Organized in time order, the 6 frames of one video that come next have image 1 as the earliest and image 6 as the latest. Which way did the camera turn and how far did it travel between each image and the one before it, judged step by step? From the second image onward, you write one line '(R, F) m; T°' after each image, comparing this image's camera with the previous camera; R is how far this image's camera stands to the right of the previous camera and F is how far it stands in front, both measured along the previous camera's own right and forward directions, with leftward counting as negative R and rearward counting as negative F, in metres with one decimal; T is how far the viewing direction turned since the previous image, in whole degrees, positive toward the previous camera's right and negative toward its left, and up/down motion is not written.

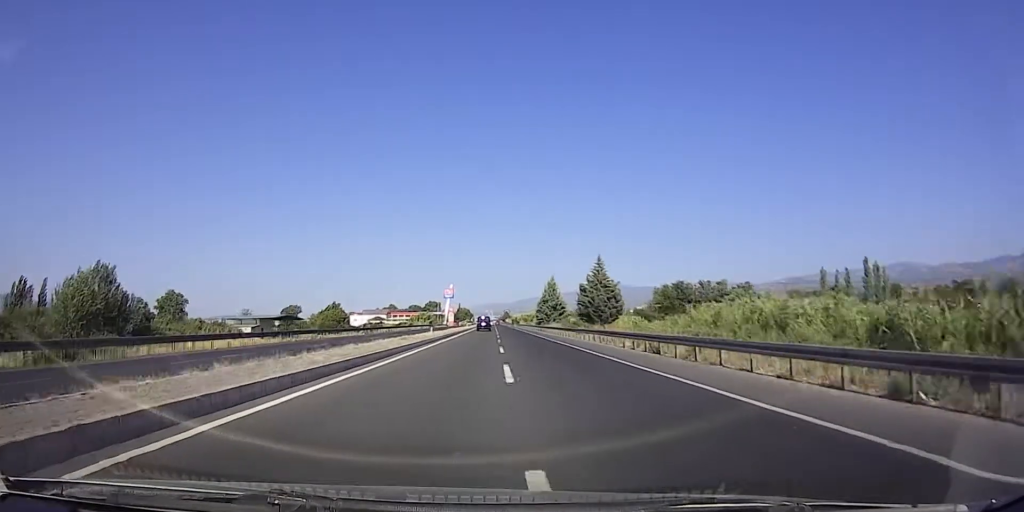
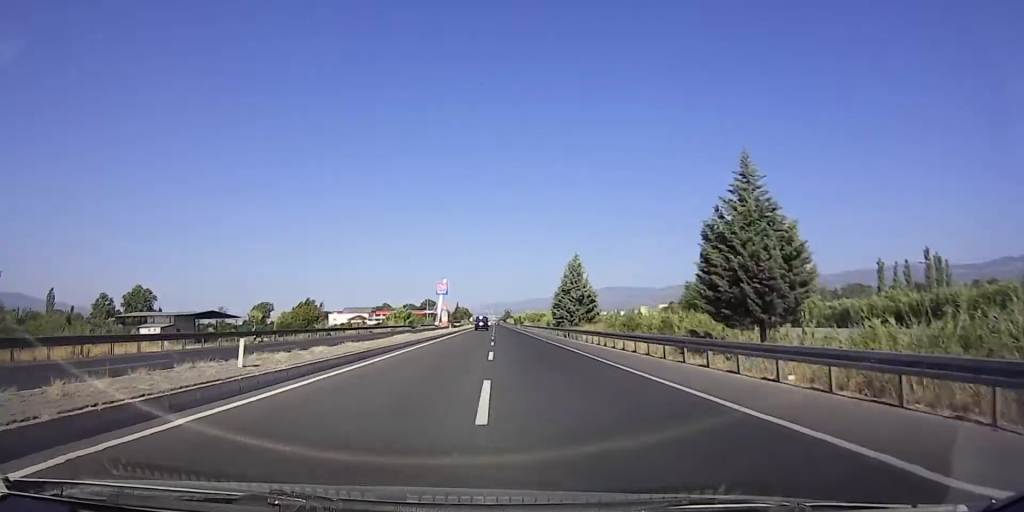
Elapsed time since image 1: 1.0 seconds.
(0.0, +29.3) m; 0°
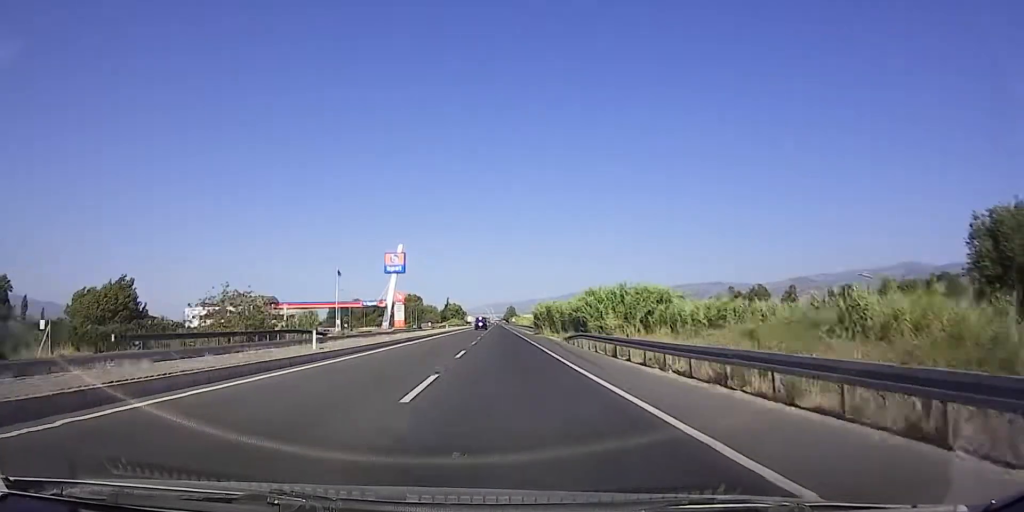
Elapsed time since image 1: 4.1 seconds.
(0.0, +90.9) m; 0°
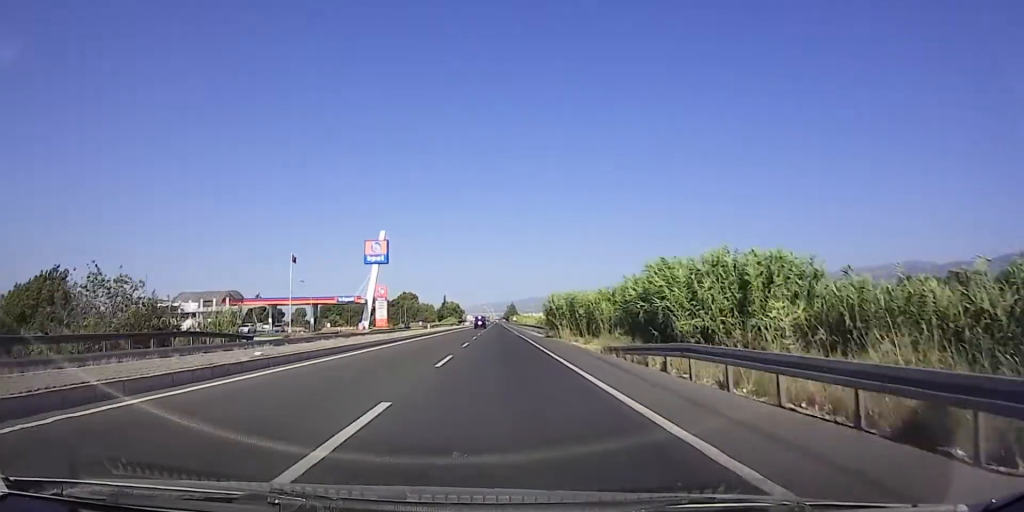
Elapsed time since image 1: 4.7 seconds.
(0.0, +16.0) m; 0°
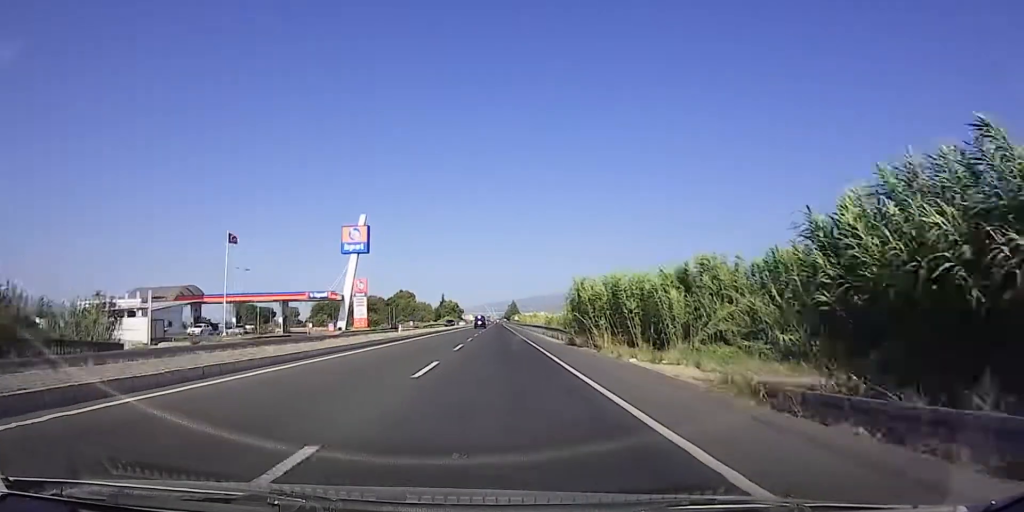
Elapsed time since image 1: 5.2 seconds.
(0.0, +14.0) m; 0°
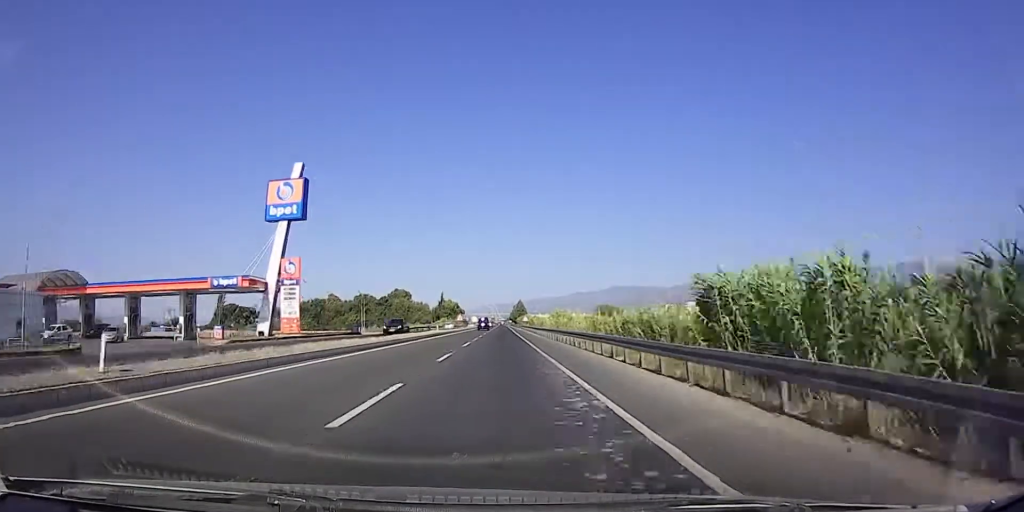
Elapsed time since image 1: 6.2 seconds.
(0.0, +28.0) m; 0°
